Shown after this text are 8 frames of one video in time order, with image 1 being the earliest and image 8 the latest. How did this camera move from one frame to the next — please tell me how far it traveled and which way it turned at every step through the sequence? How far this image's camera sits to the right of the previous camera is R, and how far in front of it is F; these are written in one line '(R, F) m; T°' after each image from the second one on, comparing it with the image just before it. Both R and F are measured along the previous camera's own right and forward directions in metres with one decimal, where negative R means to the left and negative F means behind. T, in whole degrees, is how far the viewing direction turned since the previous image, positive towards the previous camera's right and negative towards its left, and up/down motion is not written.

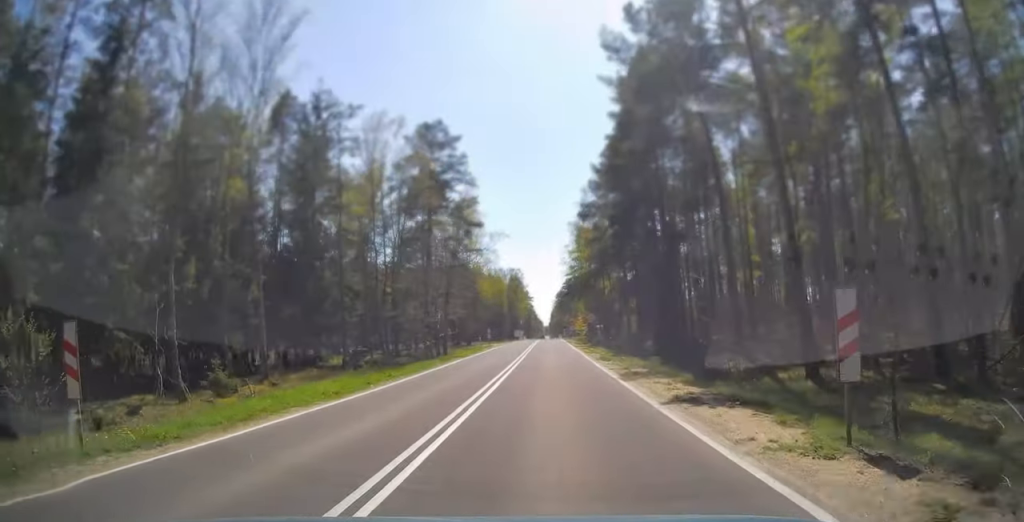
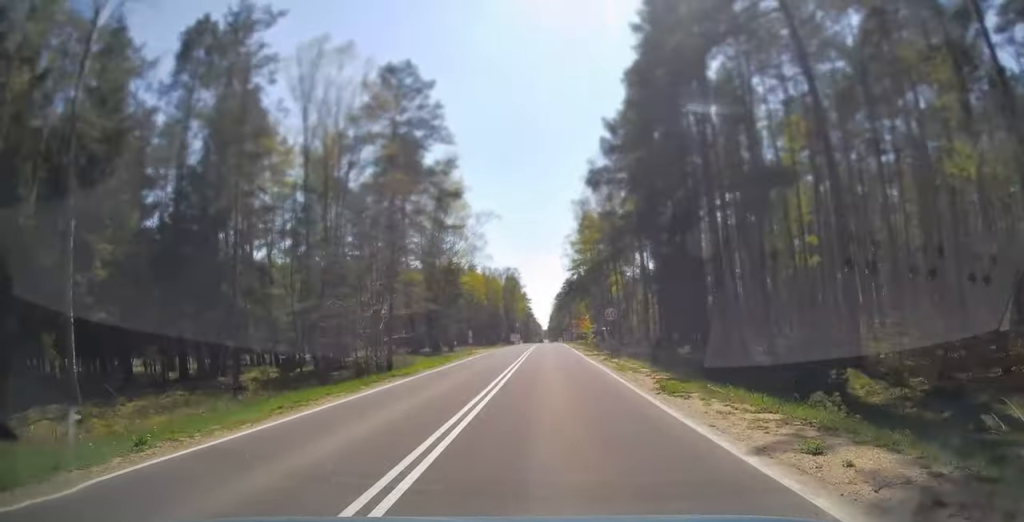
(0.0, +14.1) m; 0°
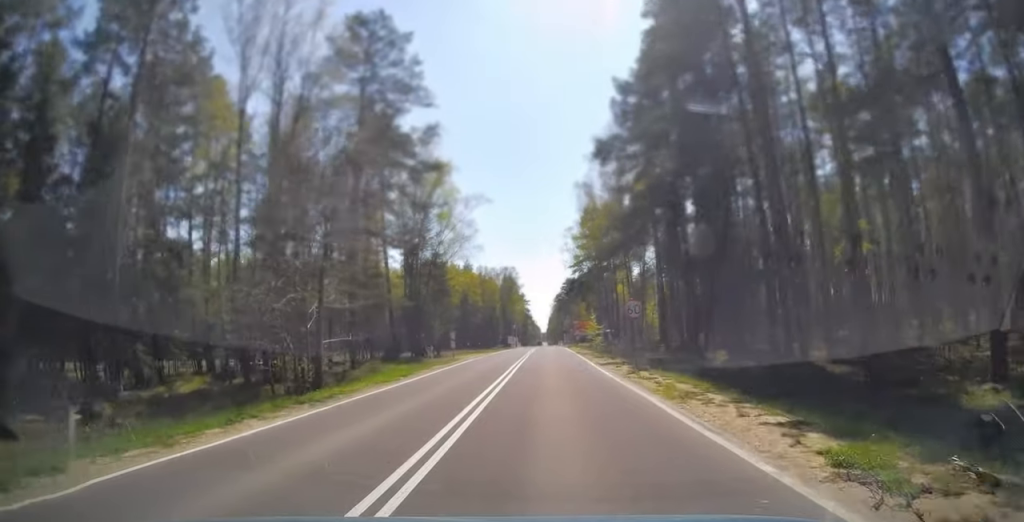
(0.0, +8.4) m; 0°
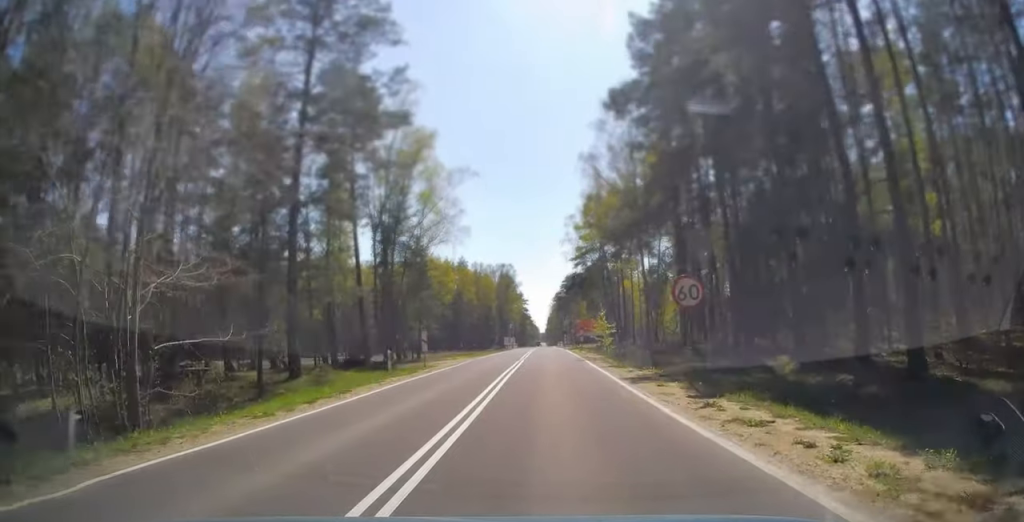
(0.0, +8.7) m; 0°
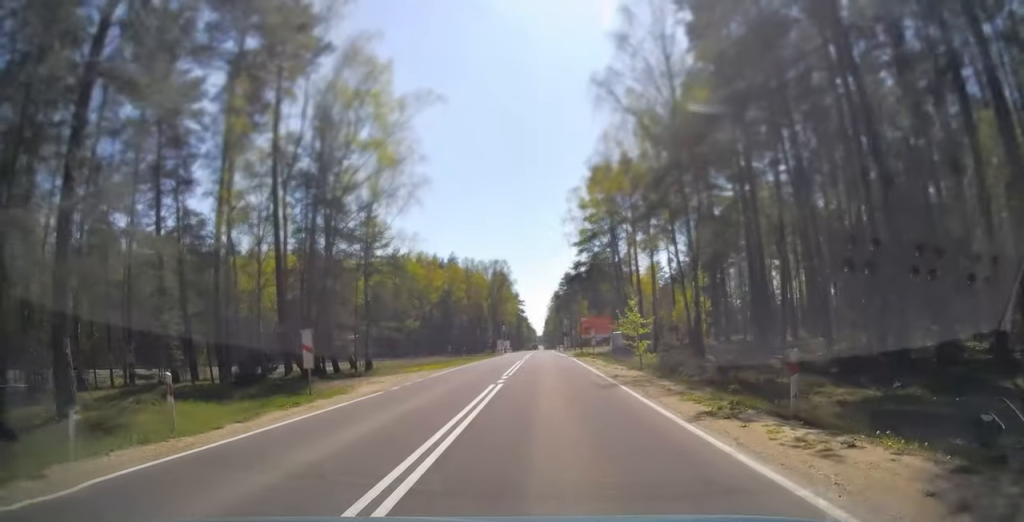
(0.0, +14.8) m; 0°
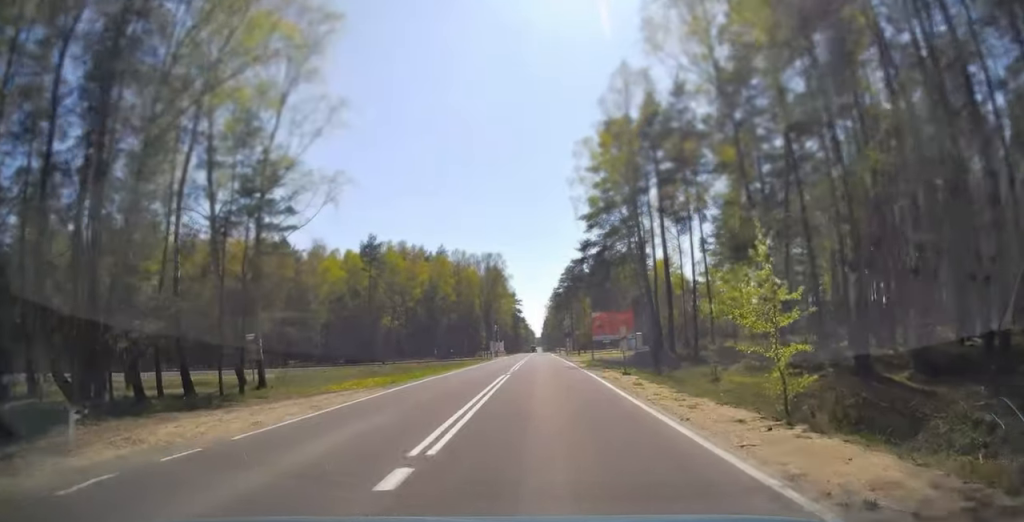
(0.0, +15.7) m; 0°
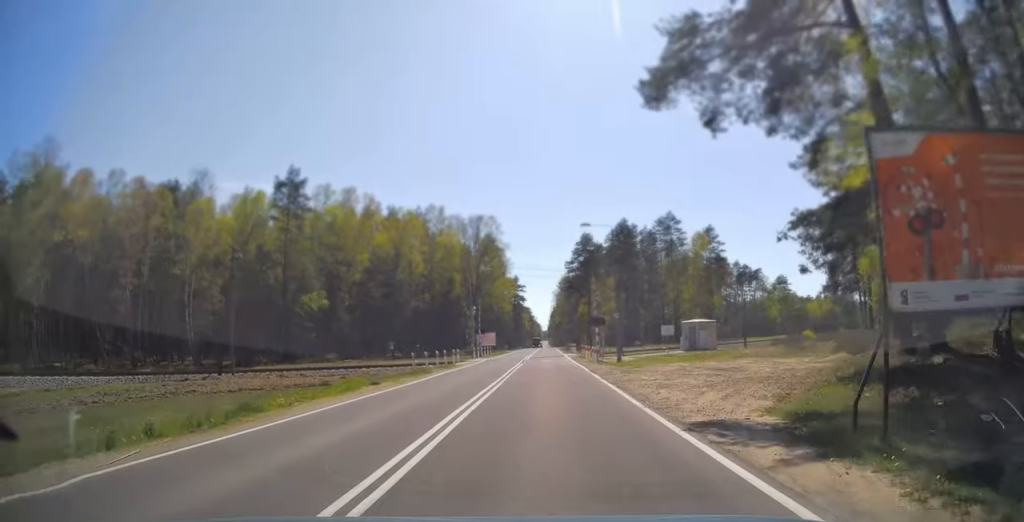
(0.0, +36.6) m; 0°
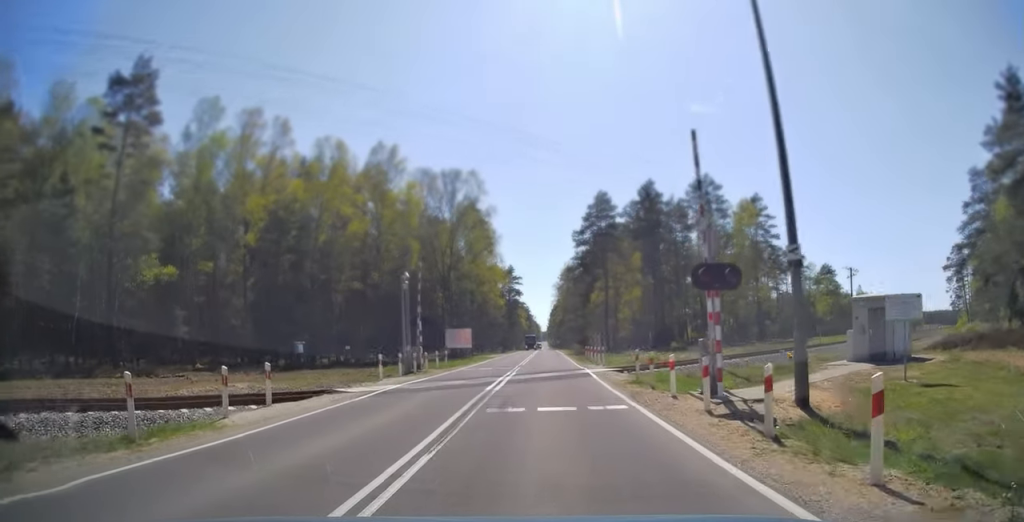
(-0.3, +29.6) m; 0°
